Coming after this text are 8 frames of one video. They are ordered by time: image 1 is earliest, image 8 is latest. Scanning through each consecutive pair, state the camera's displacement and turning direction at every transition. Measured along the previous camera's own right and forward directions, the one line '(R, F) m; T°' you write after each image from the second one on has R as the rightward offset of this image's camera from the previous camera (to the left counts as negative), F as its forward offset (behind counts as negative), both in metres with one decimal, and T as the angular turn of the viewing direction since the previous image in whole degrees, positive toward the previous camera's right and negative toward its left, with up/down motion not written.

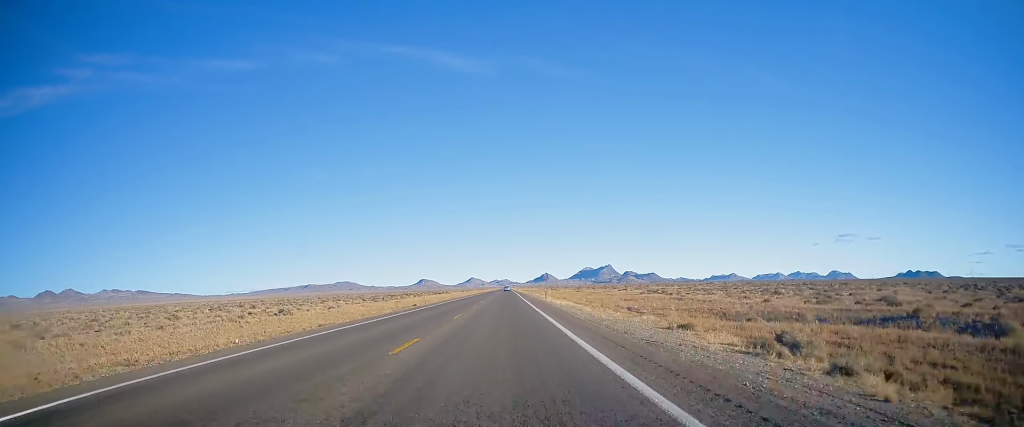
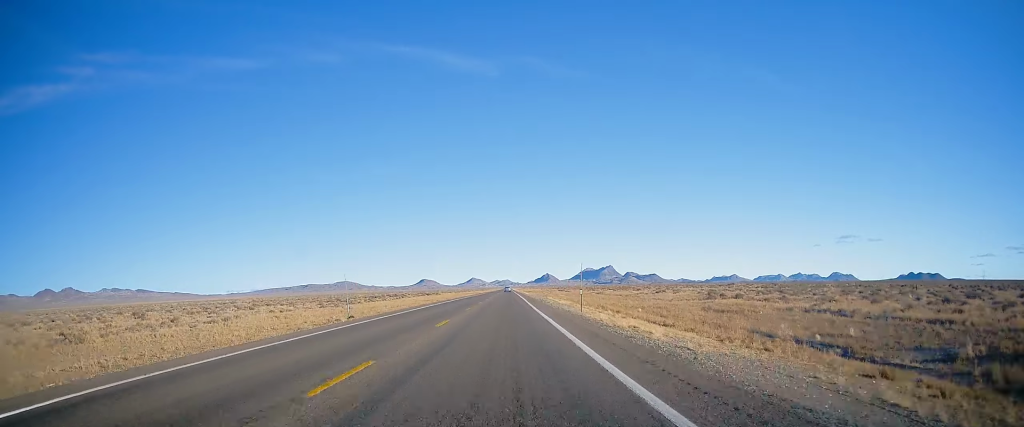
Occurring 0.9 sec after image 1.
(+0.2, +29.3) m; 0°
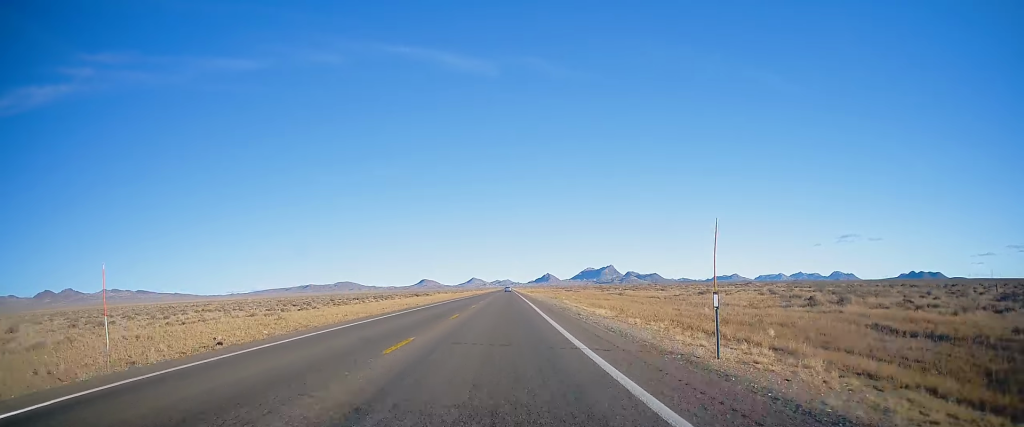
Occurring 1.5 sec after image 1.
(-0.3, +20.3) m; 0°
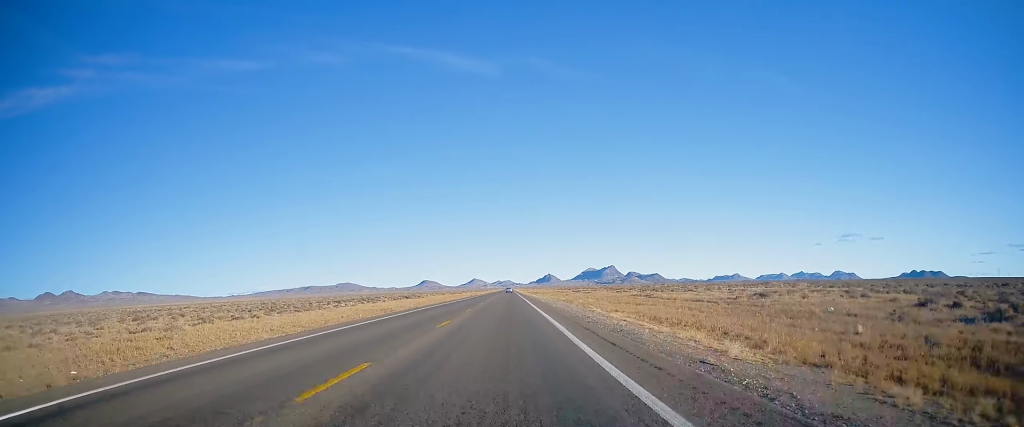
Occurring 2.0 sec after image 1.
(0.0, +16.8) m; 0°
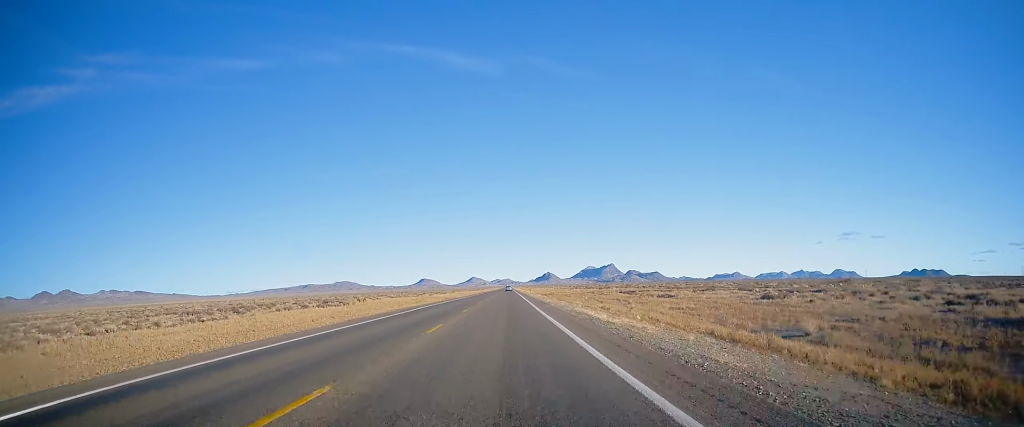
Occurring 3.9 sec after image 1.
(+0.9, +63.4) m; 0°
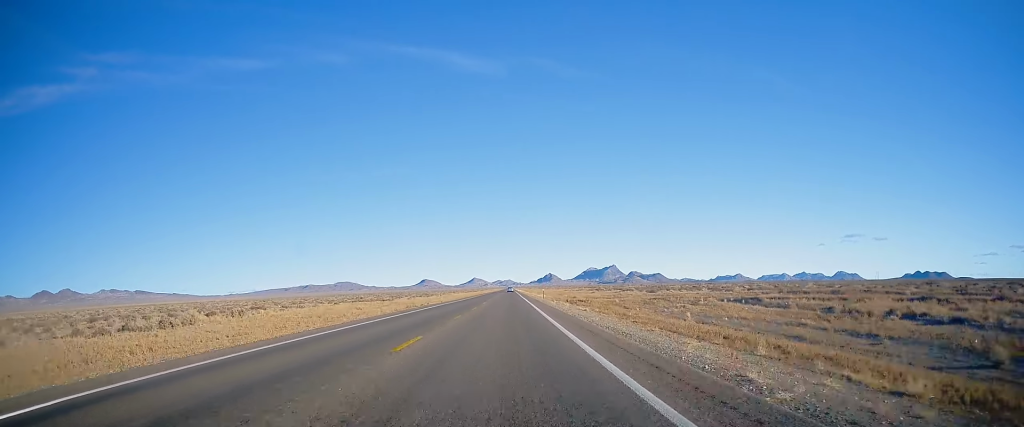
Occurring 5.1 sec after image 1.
(-0.7, +41.4) m; -1°
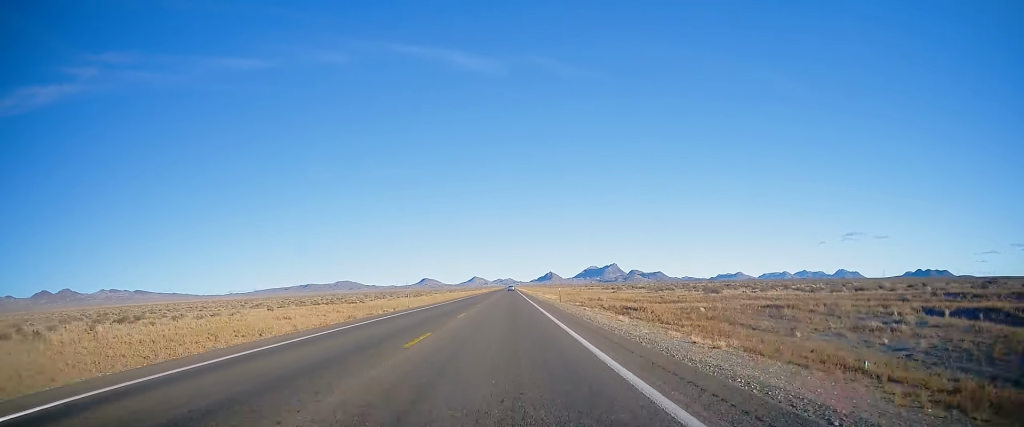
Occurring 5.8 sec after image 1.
(0.0, +23.2) m; 0°
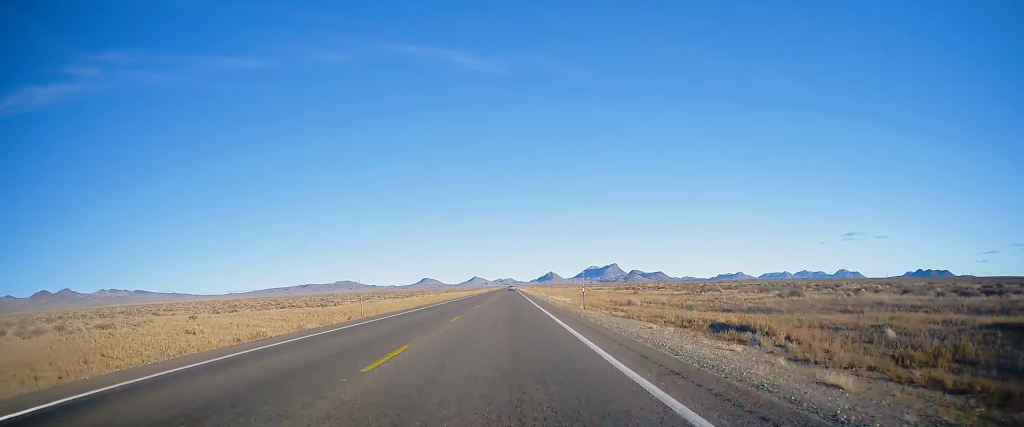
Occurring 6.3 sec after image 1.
(+0.1, +15.3) m; 0°
